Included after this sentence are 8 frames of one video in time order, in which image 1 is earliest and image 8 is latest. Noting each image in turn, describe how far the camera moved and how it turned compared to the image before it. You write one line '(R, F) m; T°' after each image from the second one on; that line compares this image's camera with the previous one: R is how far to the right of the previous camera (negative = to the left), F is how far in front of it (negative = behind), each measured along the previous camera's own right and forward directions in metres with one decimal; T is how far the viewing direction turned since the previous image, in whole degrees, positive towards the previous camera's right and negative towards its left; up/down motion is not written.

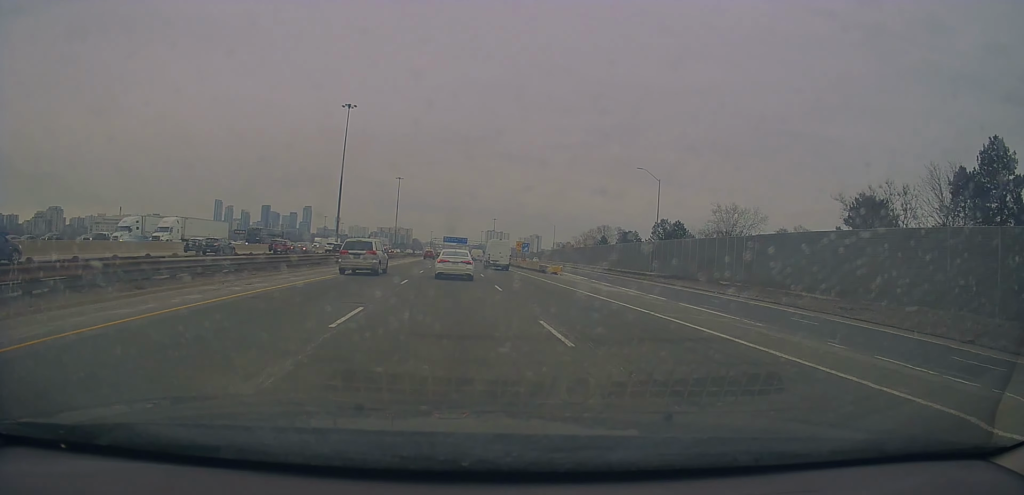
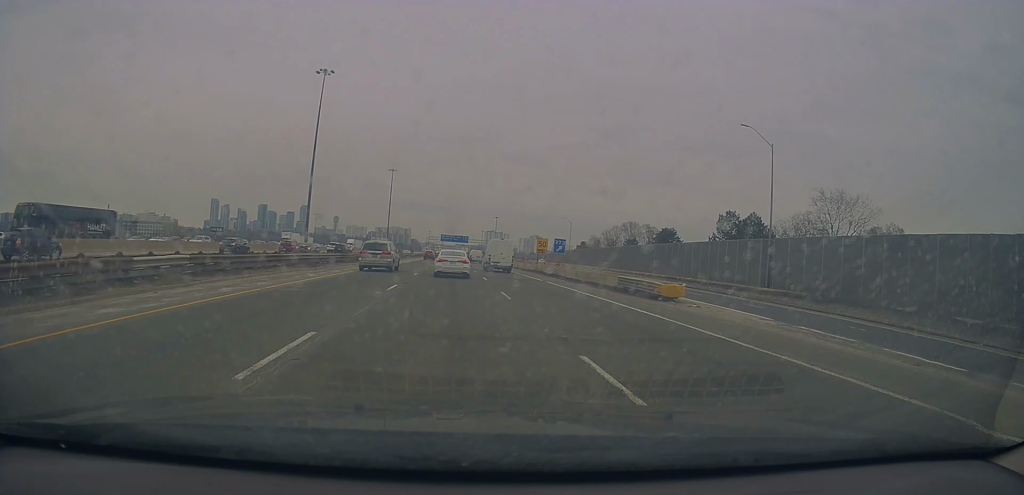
(-0.3, +28.7) m; -3°
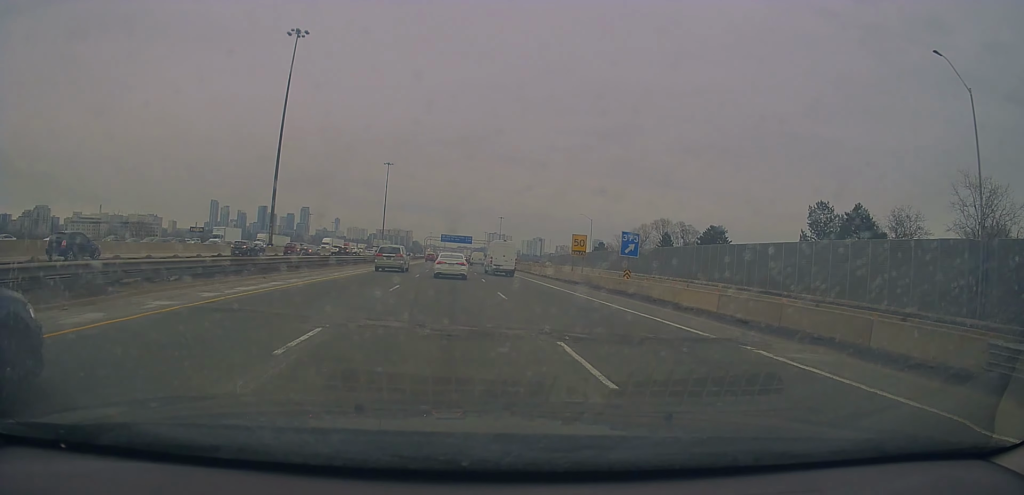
(-0.1, +23.3) m; +1°
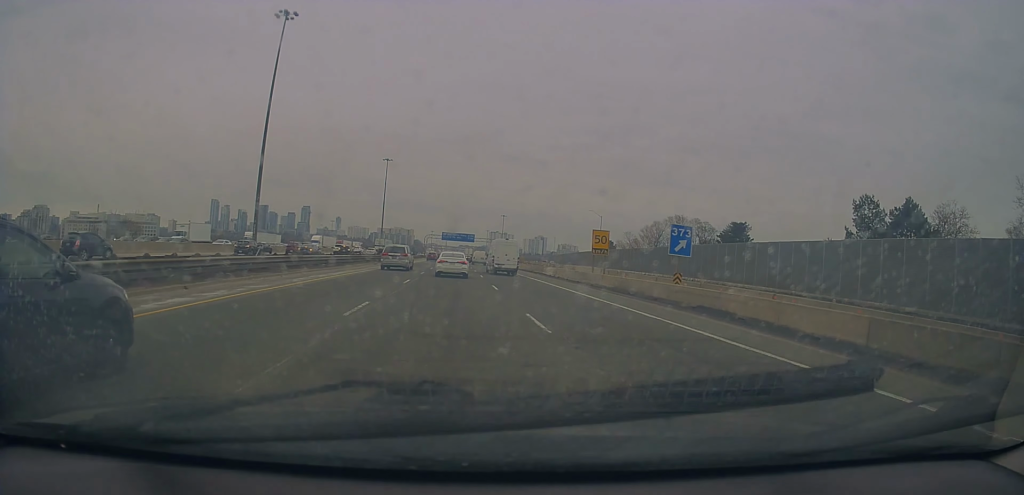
(0.0, +7.6) m; +1°
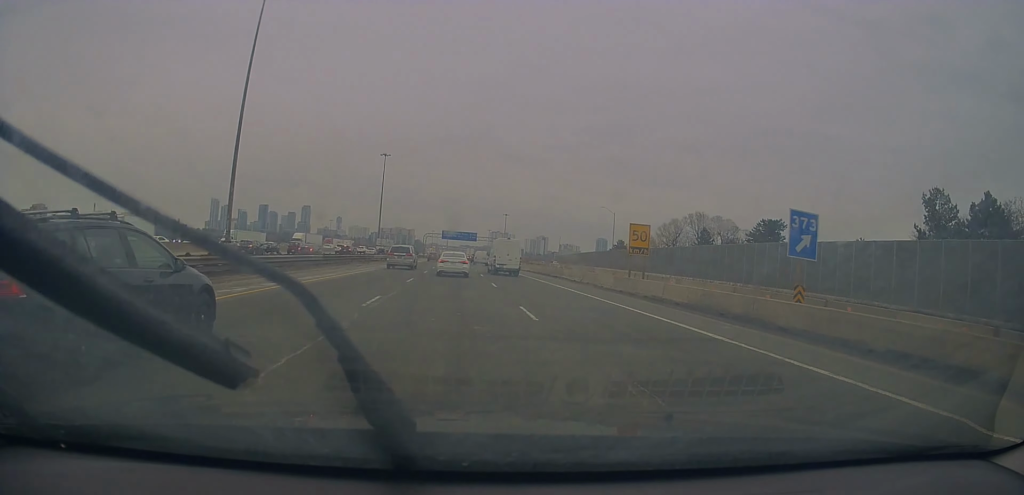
(-0.1, +10.4) m; +1°
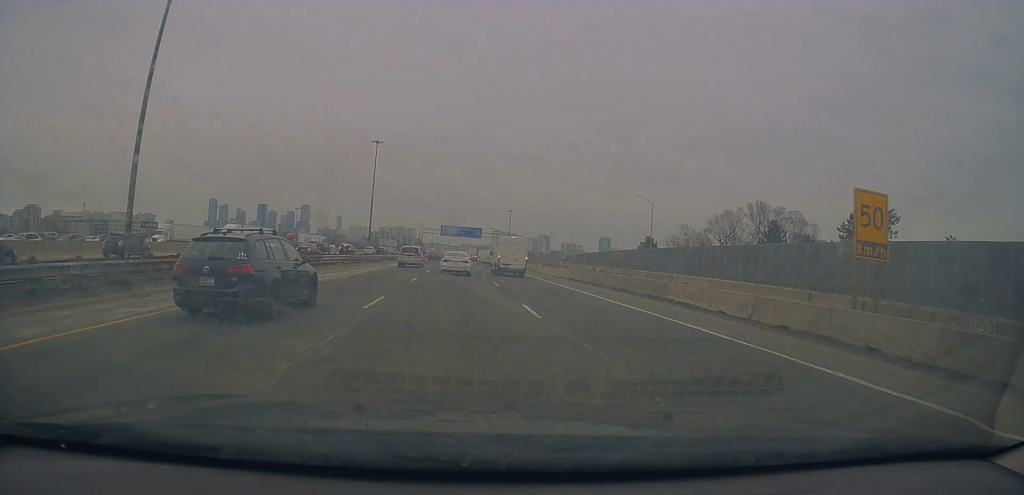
(+0.5, +24.3) m; 0°
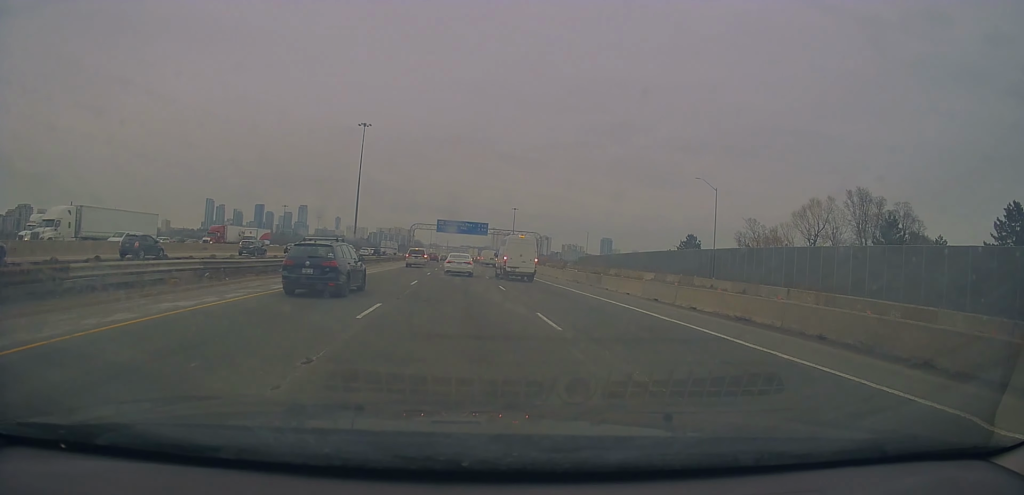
(-1.1, +27.4) m; -2°
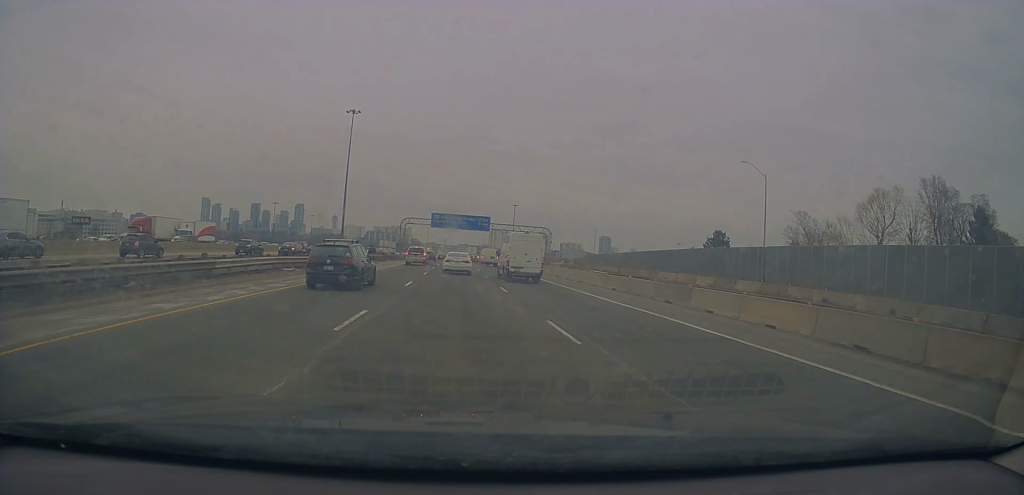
(-0.1, +14.6) m; 0°
